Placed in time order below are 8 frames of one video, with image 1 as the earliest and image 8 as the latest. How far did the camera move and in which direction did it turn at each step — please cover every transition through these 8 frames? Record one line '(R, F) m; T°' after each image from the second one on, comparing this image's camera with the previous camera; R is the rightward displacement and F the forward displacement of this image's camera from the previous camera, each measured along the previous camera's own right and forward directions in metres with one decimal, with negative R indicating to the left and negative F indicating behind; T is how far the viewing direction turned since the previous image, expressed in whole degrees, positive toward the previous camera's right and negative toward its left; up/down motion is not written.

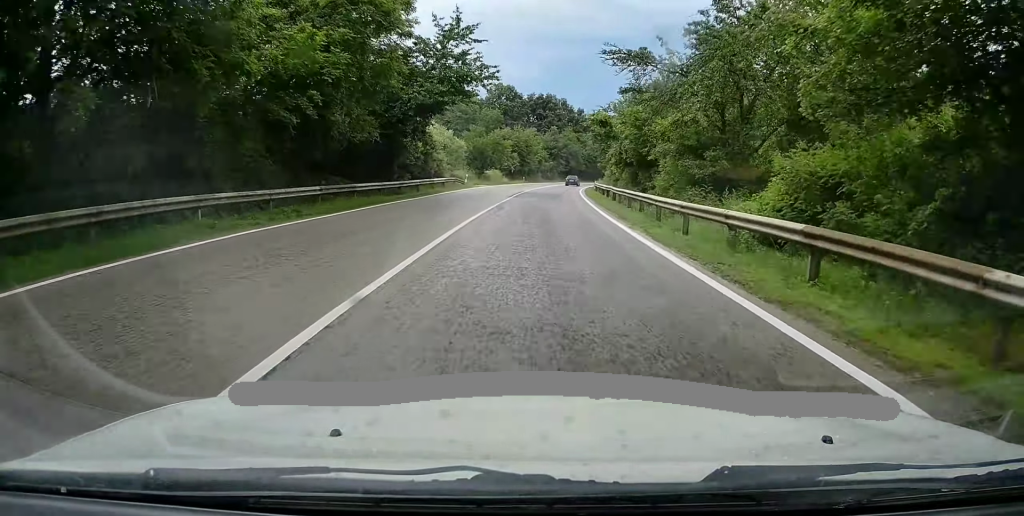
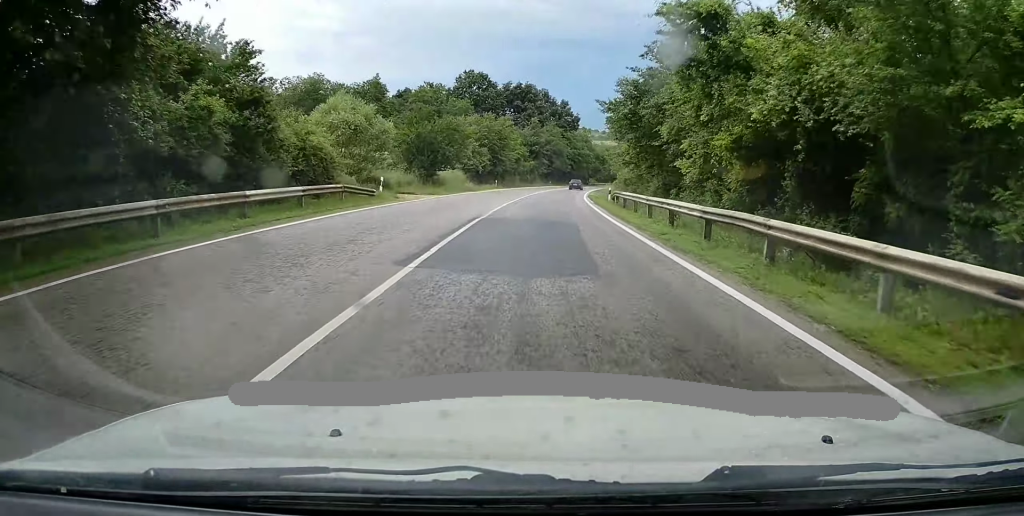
(+0.5, +24.4) m; +3°
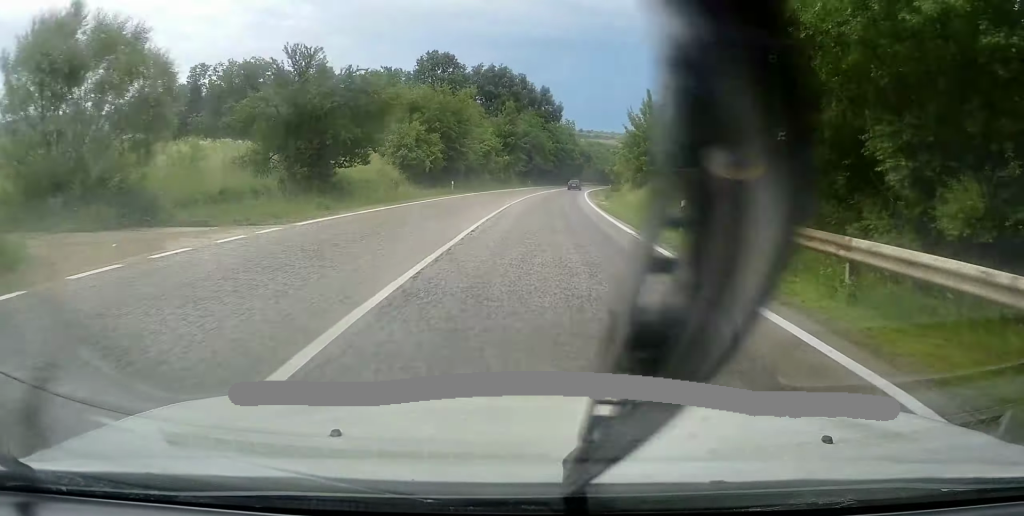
(+0.5, +22.1) m; +2°
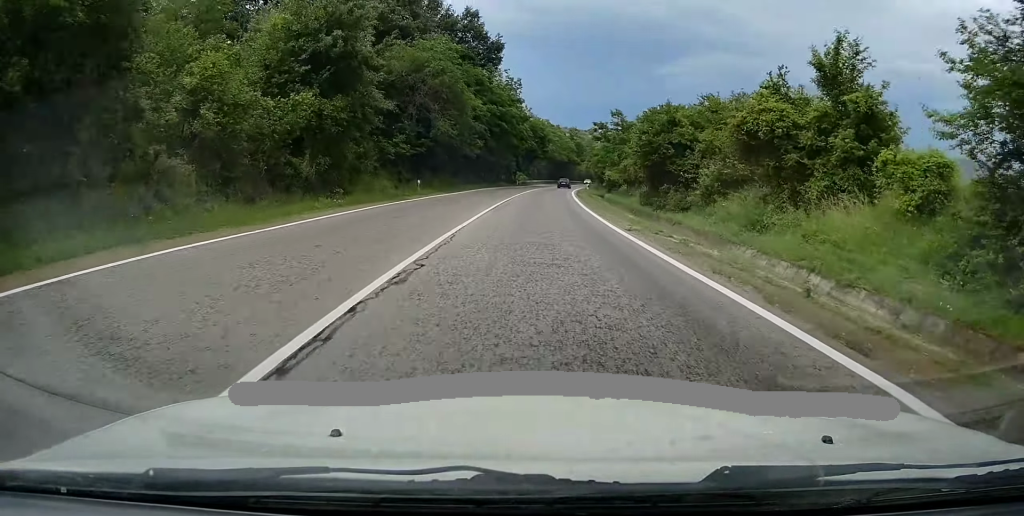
(+1.9, +59.2) m; +4°
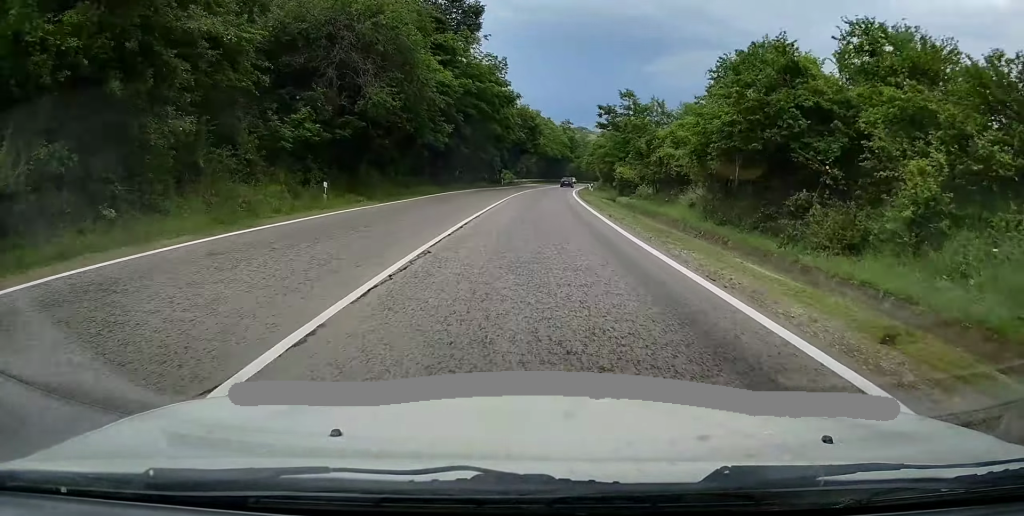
(-0.1, +15.7) m; +2°
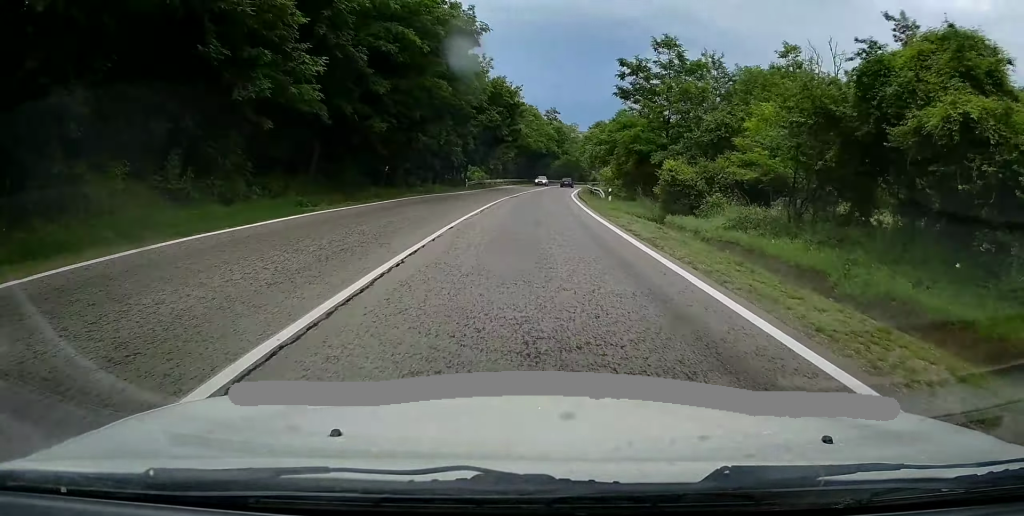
(+0.9, +23.2) m; +3°
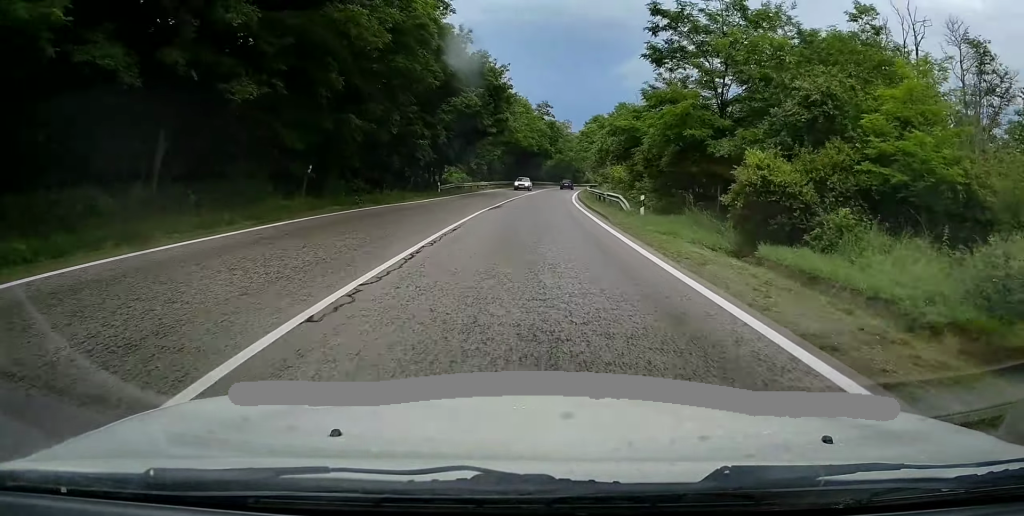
(+0.1, +11.6) m; +1°
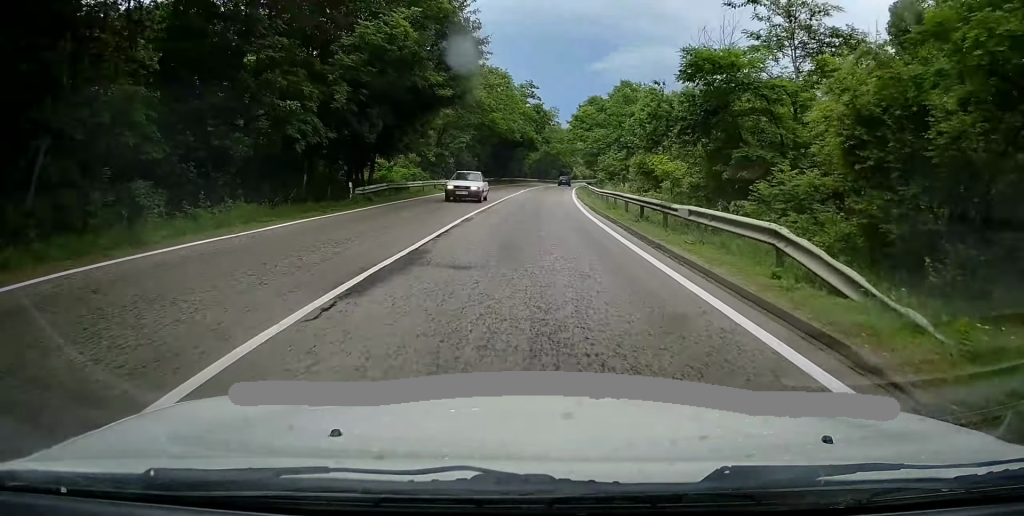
(+0.1, +18.3) m; +1°
